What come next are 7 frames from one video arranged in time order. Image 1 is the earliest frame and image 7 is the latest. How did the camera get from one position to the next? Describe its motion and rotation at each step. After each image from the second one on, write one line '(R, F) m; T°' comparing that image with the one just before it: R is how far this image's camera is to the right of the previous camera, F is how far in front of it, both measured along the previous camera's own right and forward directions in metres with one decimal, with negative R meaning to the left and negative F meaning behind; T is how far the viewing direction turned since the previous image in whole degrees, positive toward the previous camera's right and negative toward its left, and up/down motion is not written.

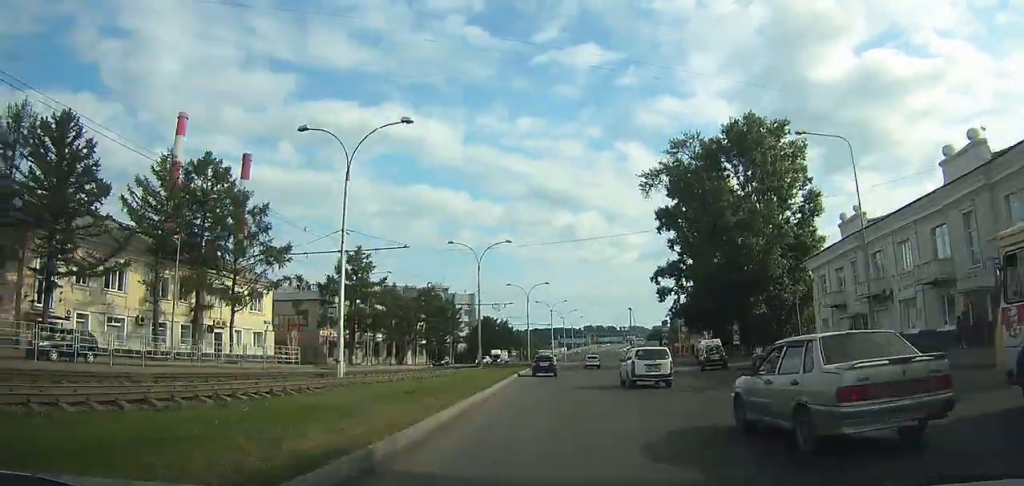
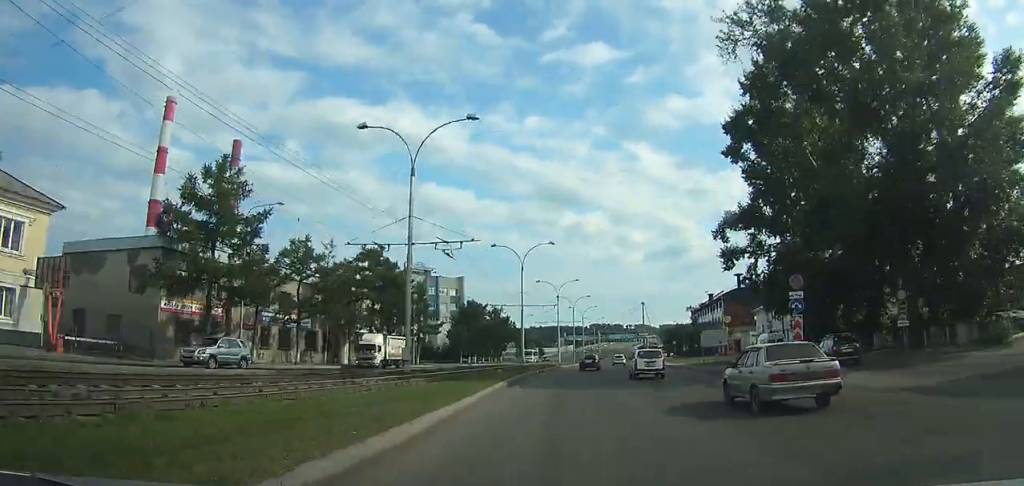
(-1.4, +32.8) m; 0°
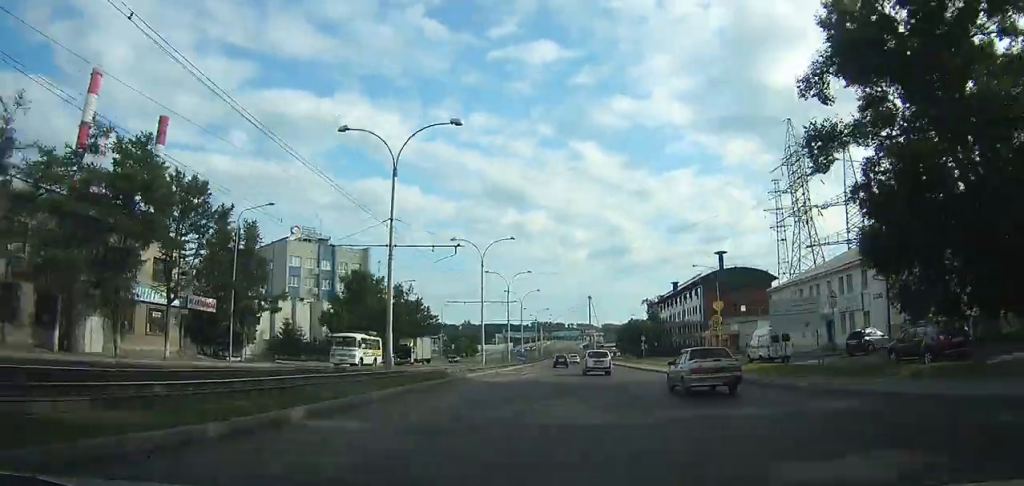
(+1.1, +33.1) m; +2°
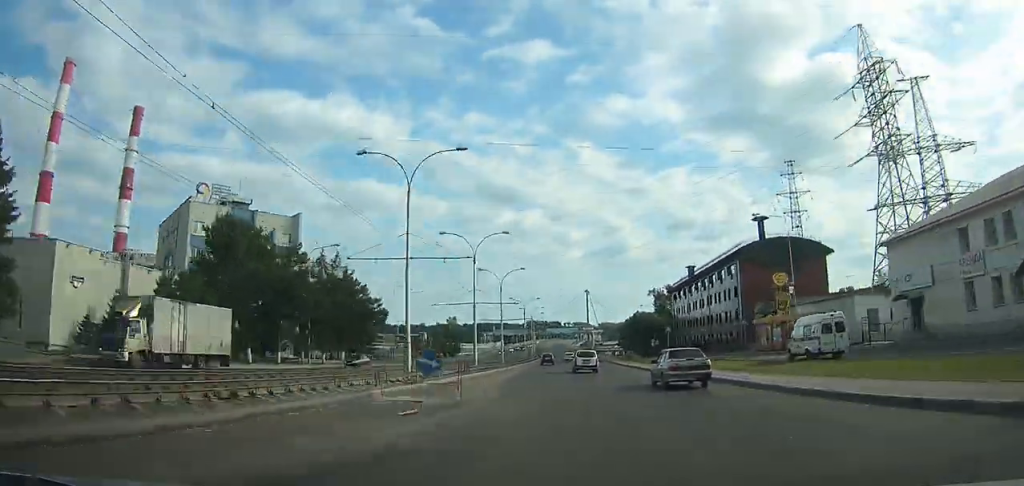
(+0.4, +28.5) m; +1°
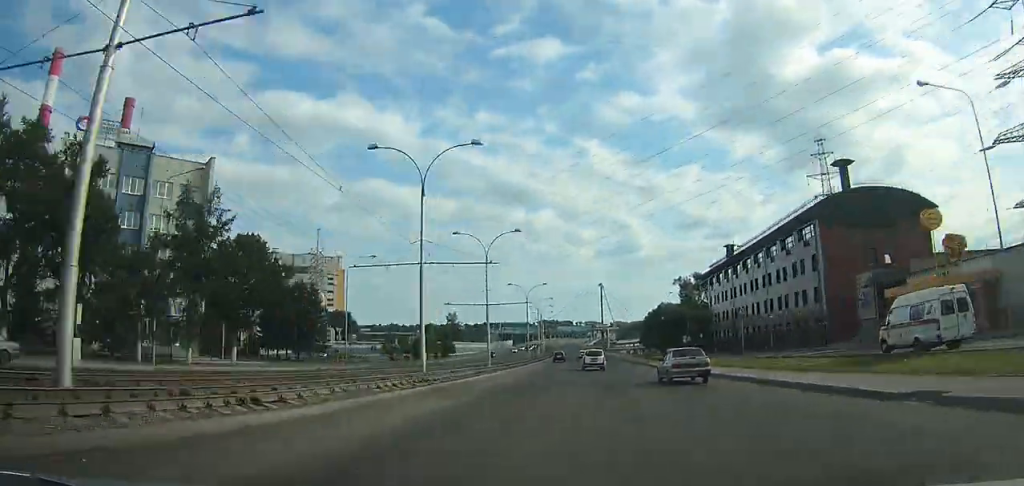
(+0.3, +25.0) m; 0°
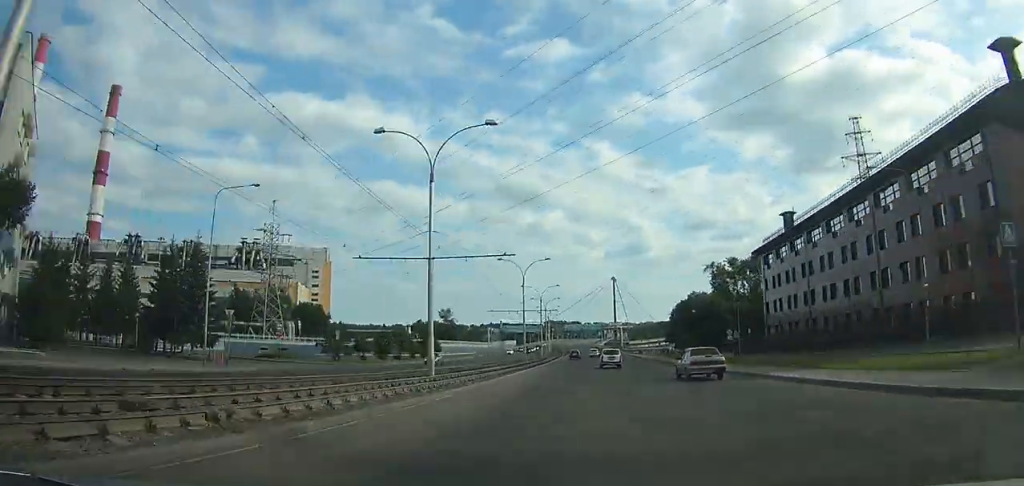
(-0.1, +28.8) m; 0°
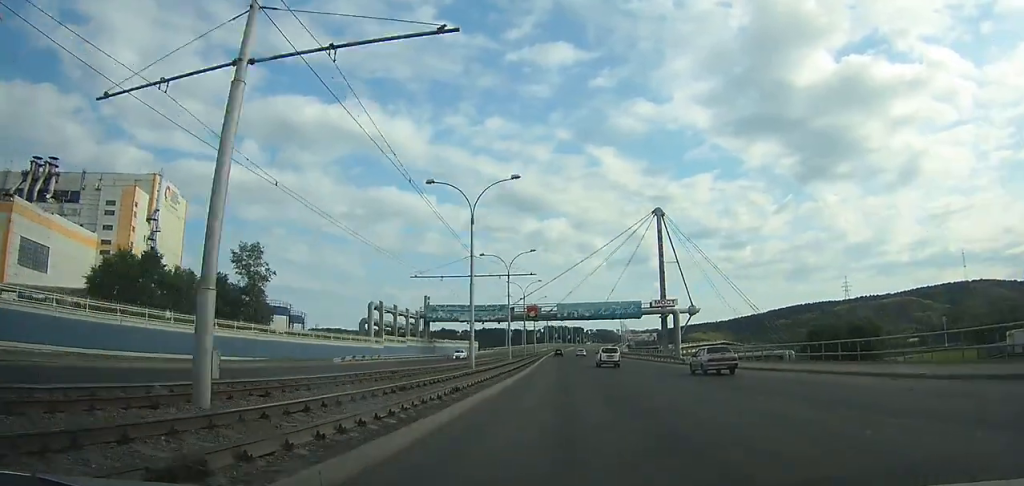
(-0.8, +127.7) m; -1°
